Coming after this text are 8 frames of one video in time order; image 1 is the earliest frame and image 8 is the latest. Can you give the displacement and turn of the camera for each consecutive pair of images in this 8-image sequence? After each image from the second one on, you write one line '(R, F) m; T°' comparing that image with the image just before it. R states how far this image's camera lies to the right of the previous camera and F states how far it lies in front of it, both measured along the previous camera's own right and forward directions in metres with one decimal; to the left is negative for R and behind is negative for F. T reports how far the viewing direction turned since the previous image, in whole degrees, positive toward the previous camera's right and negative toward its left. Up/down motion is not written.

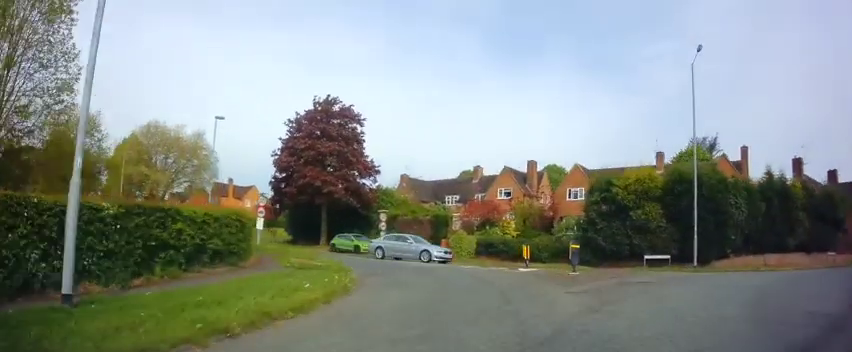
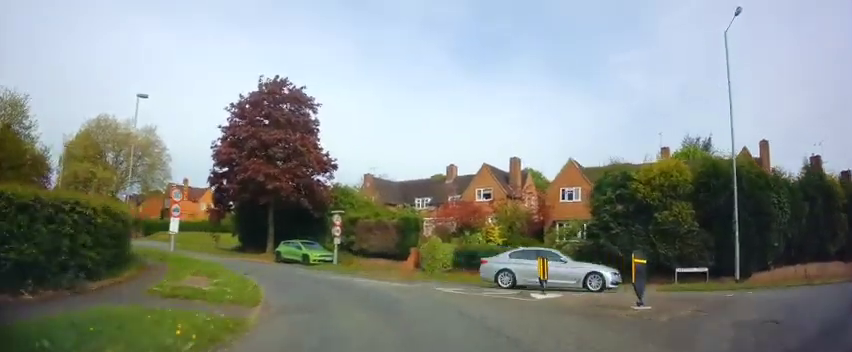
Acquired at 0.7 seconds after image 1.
(+0.6, +6.3) m; +4°
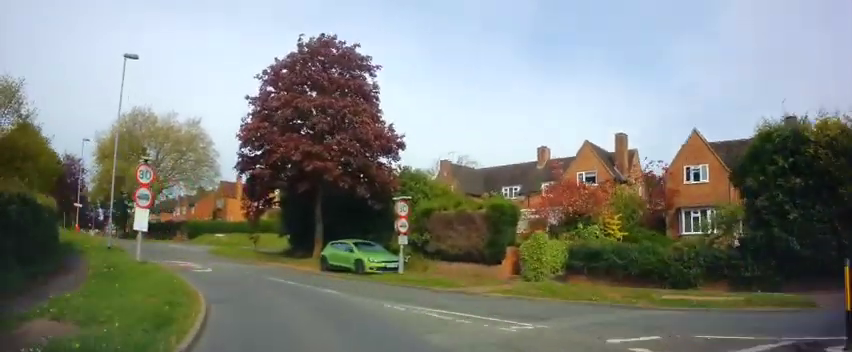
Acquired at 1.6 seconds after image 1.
(+0.1, +7.6) m; -7°
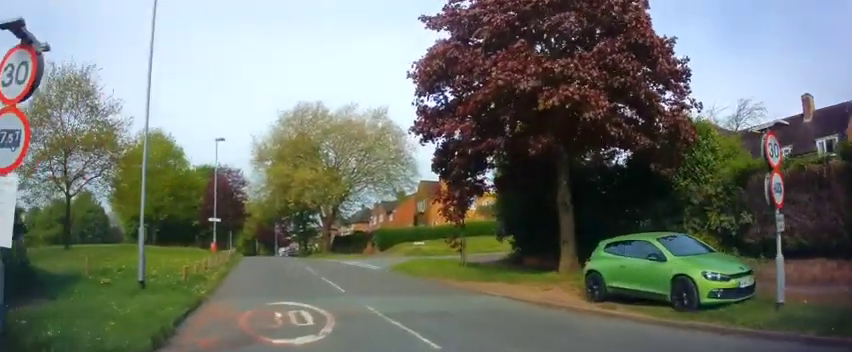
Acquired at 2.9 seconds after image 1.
(-2.3, +10.1) m; -25°
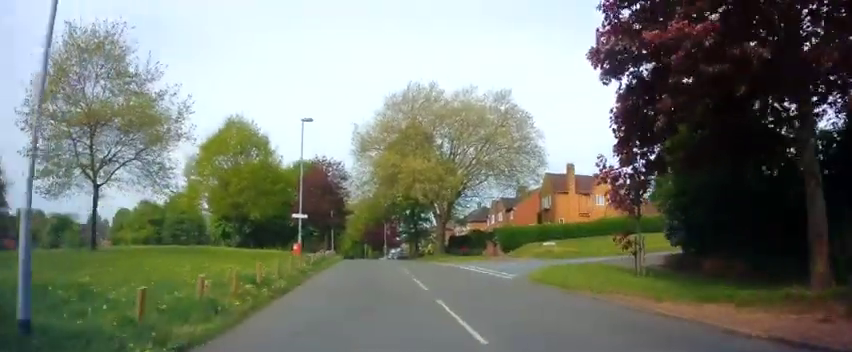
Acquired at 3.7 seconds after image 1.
(-0.8, +6.2) m; -10°
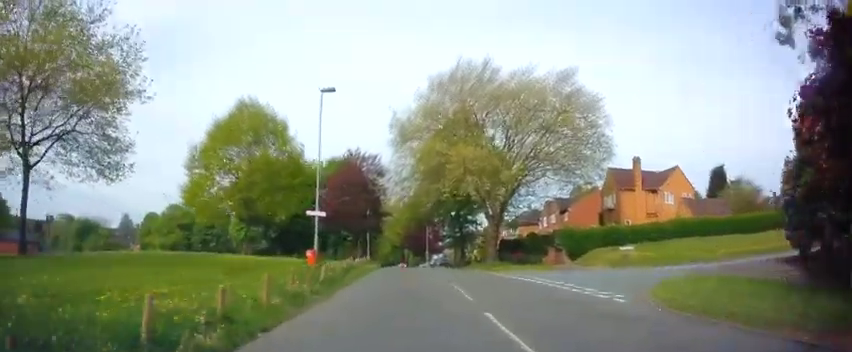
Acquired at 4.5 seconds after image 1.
(-0.3, +6.5) m; -5°
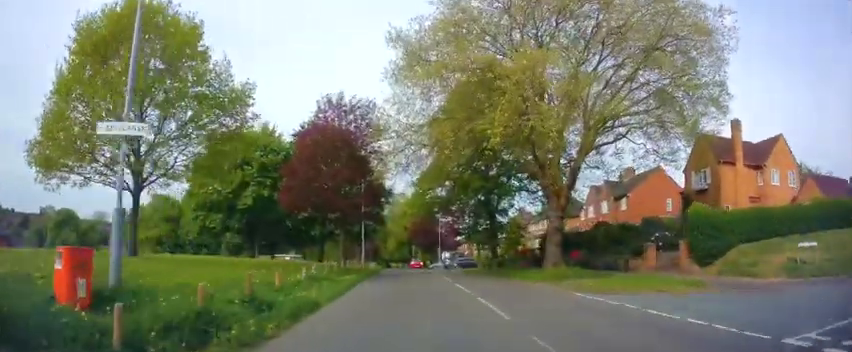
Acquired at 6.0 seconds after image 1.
(-0.5, +15.0) m; -3°
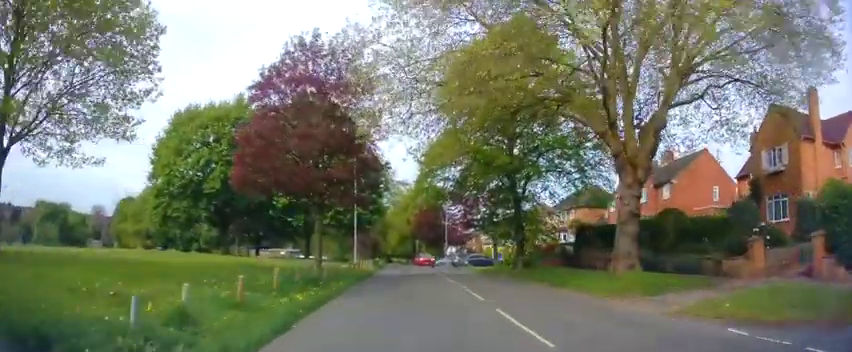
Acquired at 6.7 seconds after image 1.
(-0.2, +8.1) m; -1°
